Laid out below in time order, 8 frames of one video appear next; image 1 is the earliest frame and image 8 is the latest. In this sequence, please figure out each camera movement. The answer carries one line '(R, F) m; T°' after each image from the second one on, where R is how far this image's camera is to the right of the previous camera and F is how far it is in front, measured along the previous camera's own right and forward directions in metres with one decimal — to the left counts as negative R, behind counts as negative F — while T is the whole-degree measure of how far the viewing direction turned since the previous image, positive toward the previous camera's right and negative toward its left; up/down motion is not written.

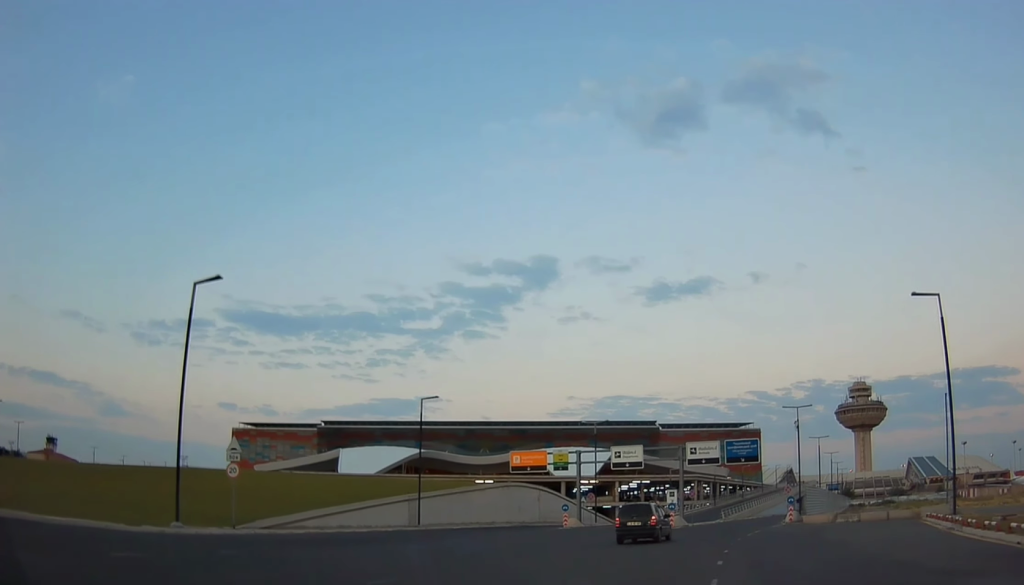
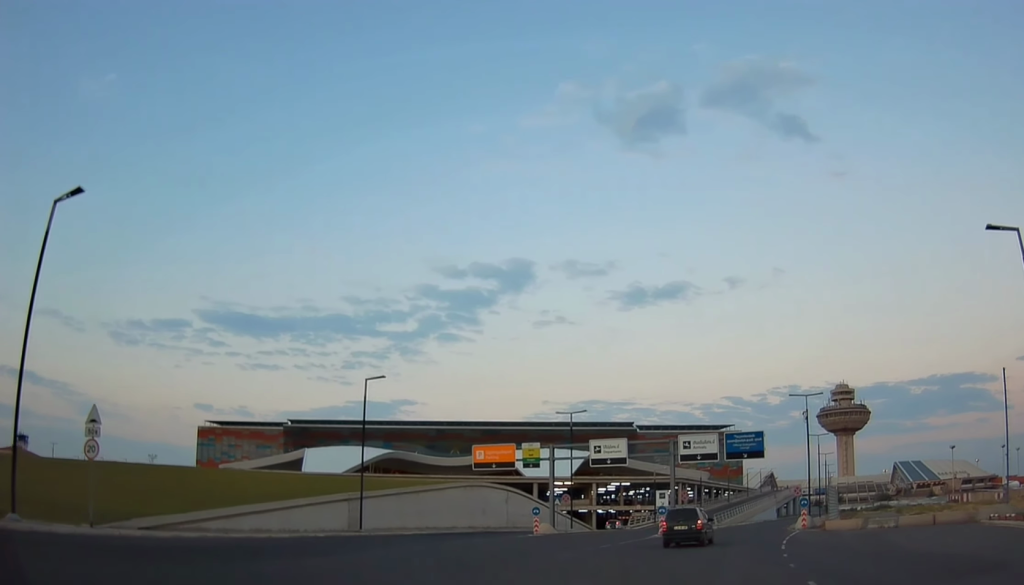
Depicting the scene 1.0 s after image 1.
(+0.3, +8.9) m; +2°
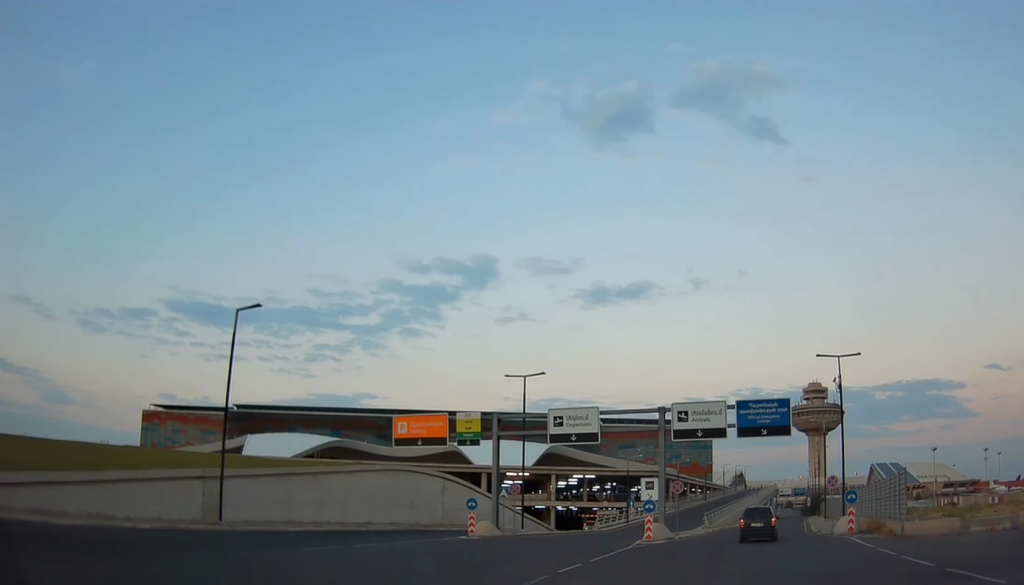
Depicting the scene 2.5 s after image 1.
(0.0, +14.3) m; +4°
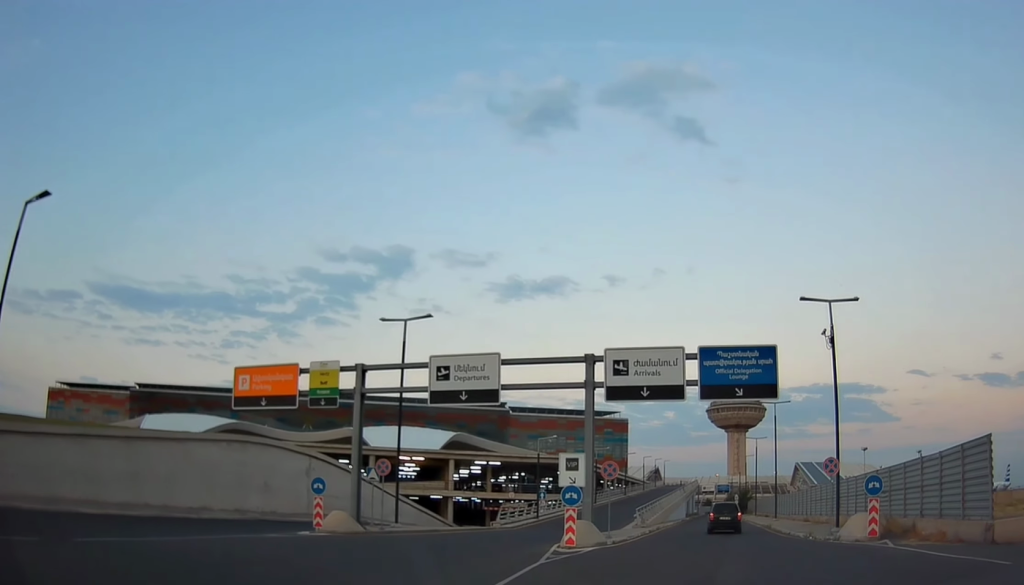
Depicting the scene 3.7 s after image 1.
(+1.0, +11.0) m; +8°
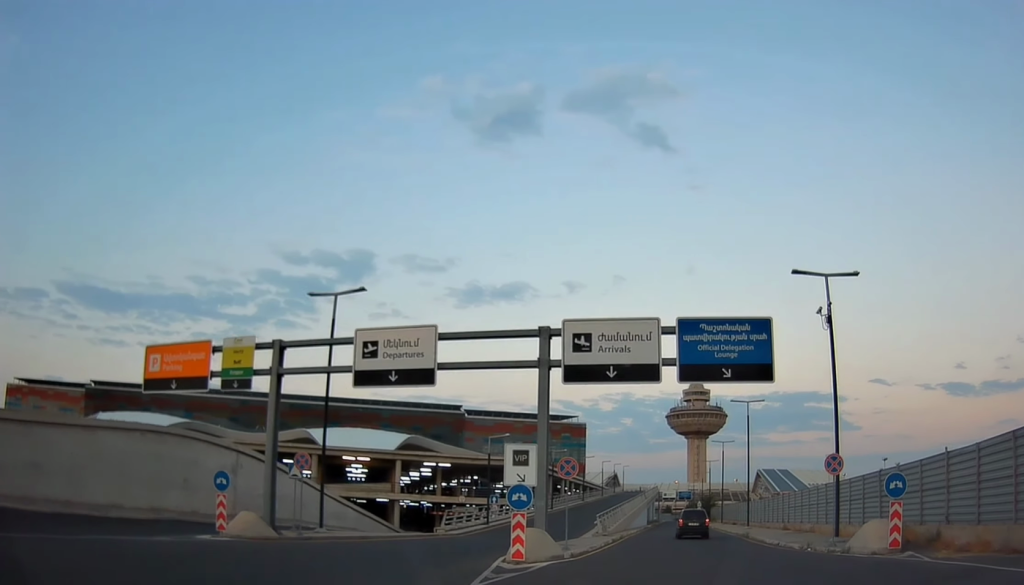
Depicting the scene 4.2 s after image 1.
(+0.1, +4.4) m; +2°
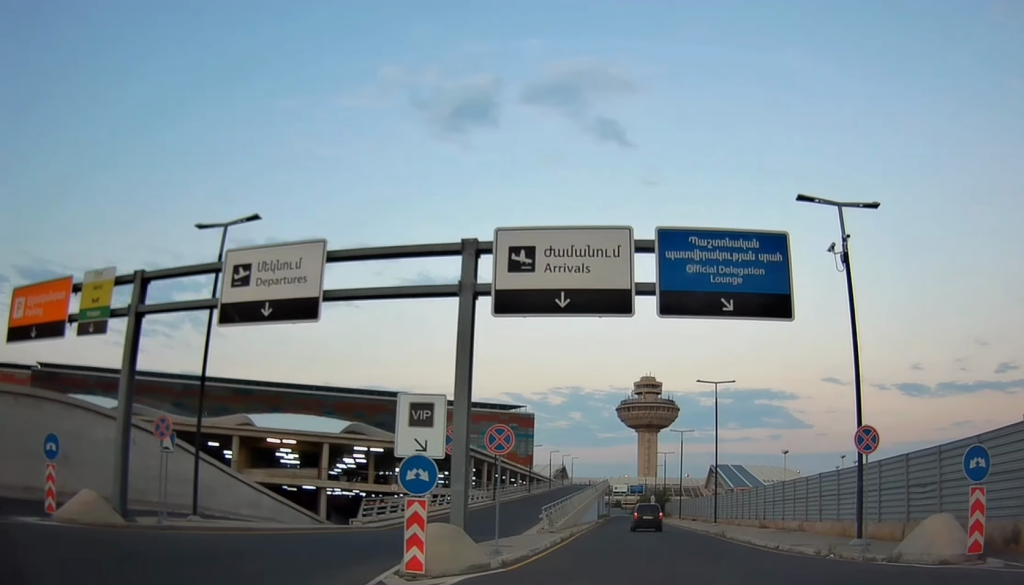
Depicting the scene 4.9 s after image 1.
(0.0, +6.4) m; +3°
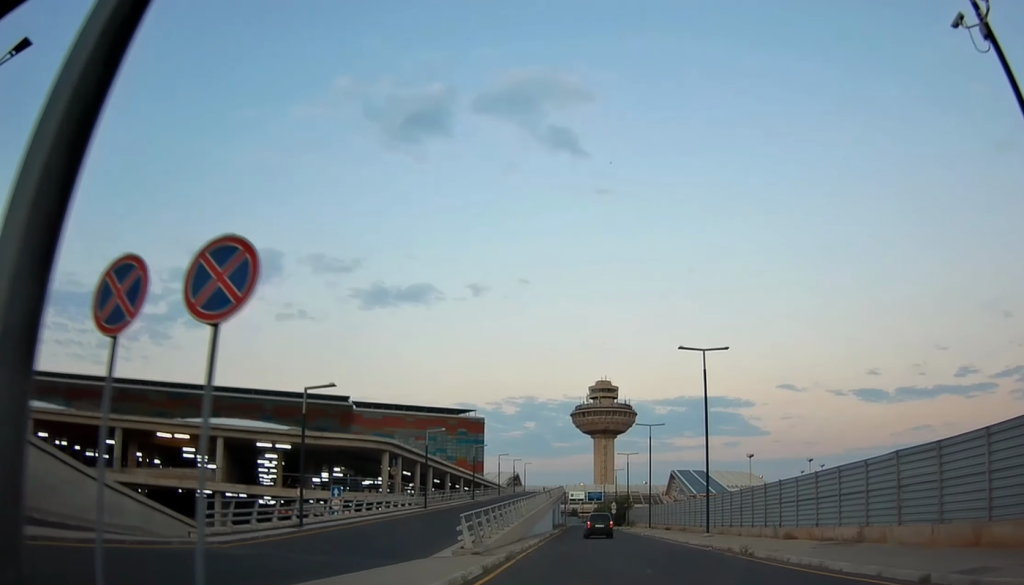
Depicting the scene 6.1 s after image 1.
(+0.8, +11.7) m; +4°
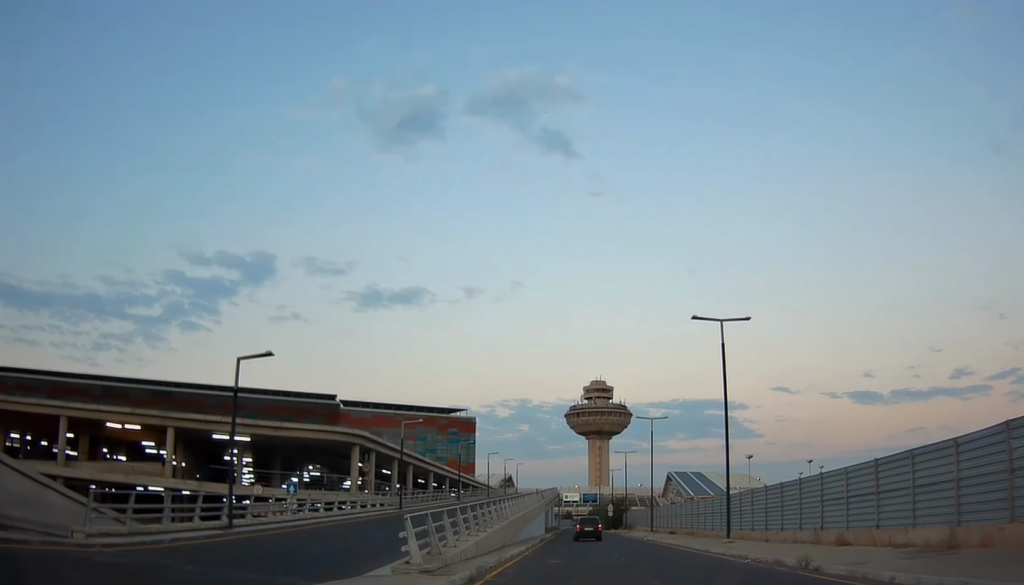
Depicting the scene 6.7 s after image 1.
(-0.1, +5.9) m; +1°
